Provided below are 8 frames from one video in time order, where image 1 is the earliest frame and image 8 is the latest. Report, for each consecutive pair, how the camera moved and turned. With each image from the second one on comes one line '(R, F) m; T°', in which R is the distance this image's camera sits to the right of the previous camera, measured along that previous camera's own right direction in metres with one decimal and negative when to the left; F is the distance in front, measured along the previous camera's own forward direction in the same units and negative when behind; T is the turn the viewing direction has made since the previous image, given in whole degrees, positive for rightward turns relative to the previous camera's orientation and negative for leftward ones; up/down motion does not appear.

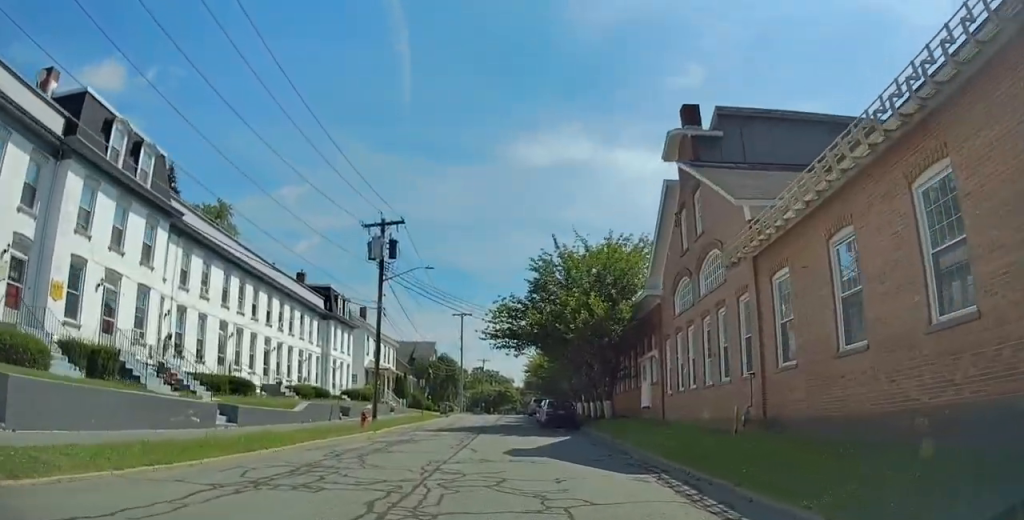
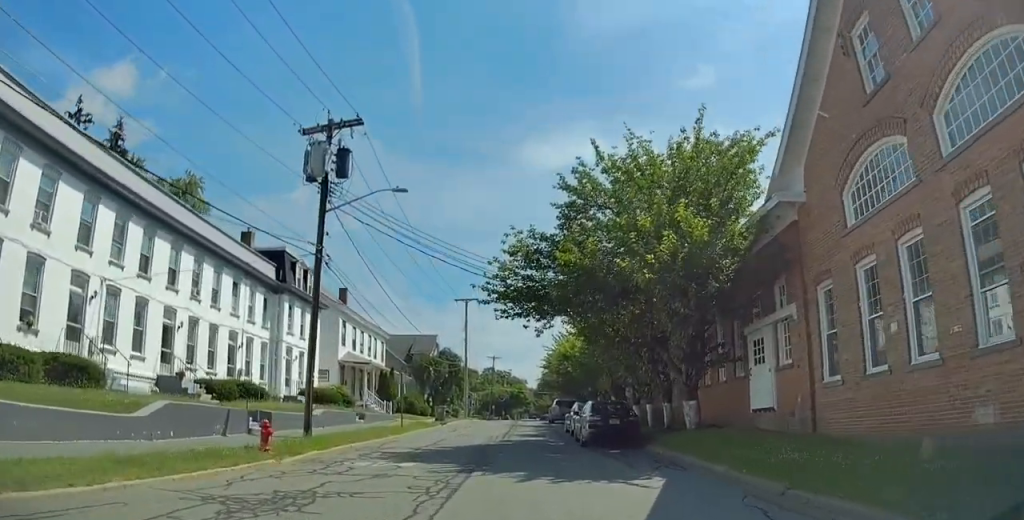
(+0.2, +13.4) m; 0°
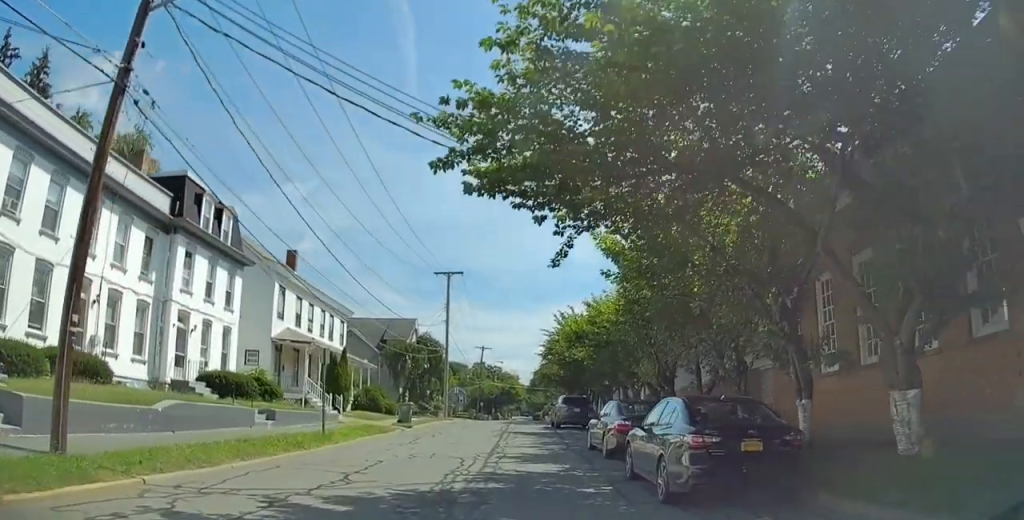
(0.0, +12.1) m; +2°
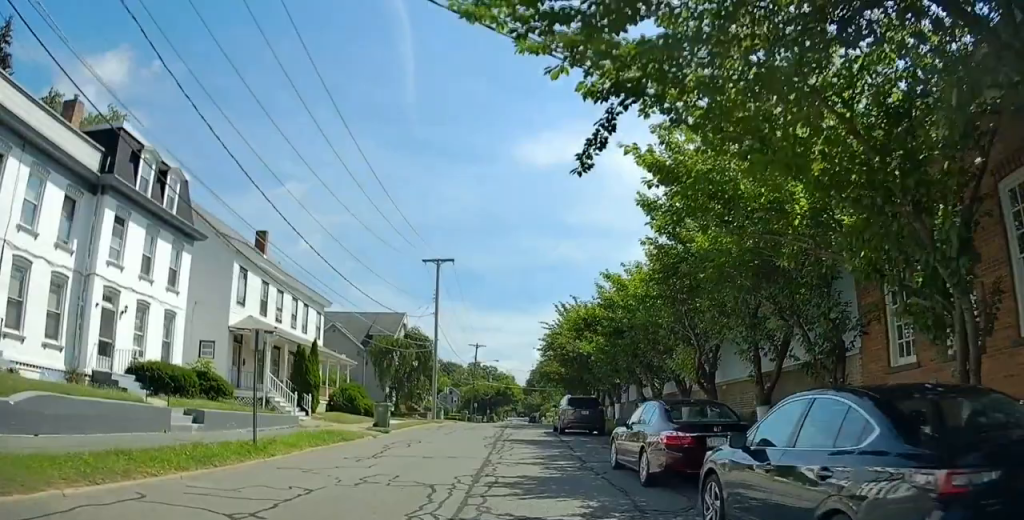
(0.0, +5.1) m; +2°
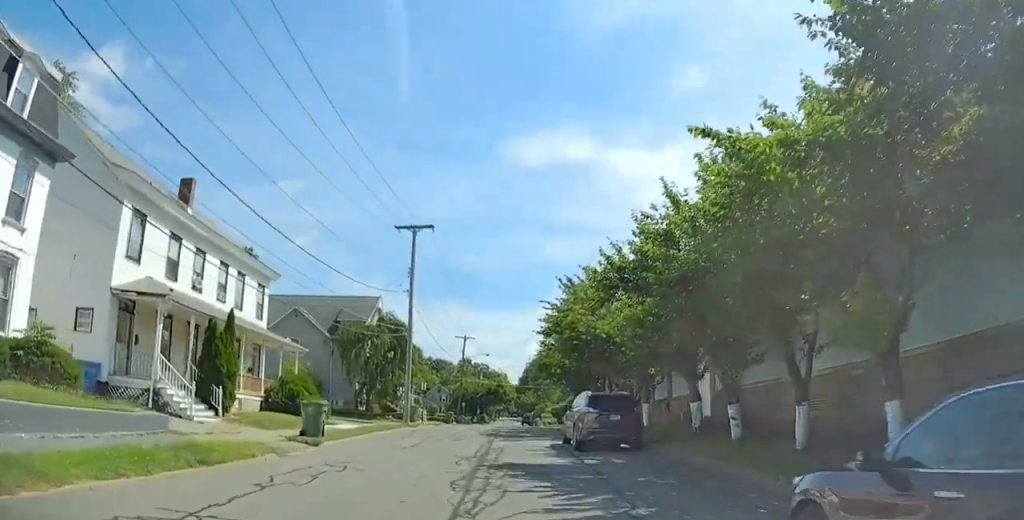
(+0.3, +9.3) m; -2°
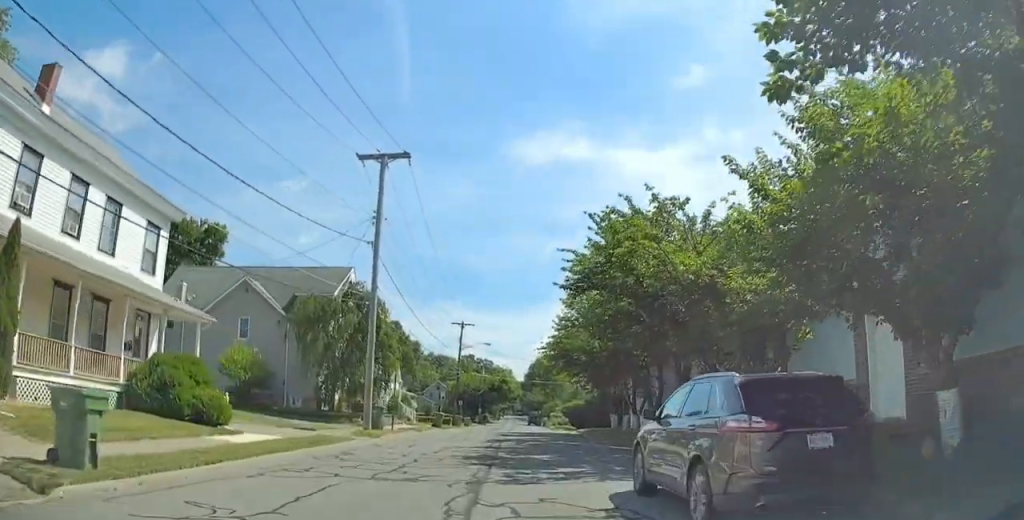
(-0.8, +11.7) m; -3°
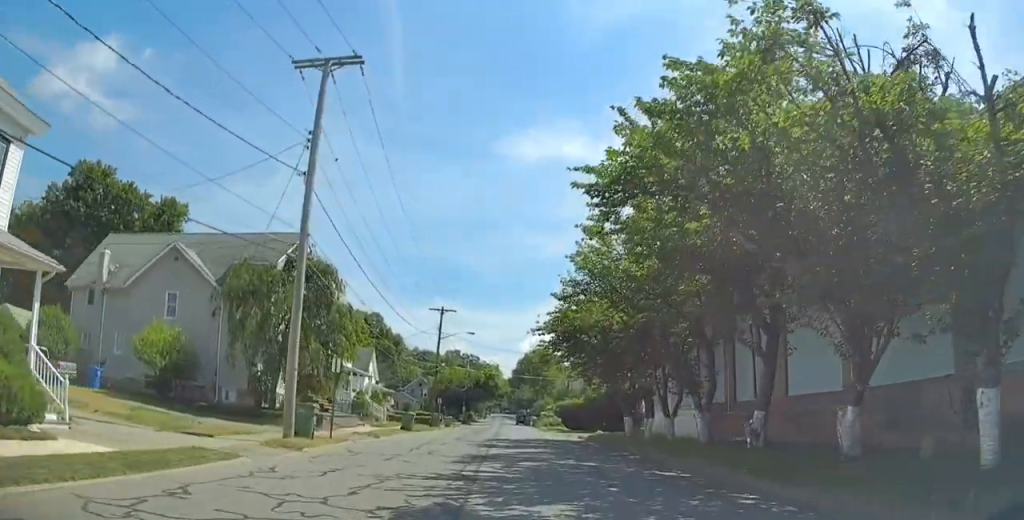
(+0.2, +8.5) m; +3°
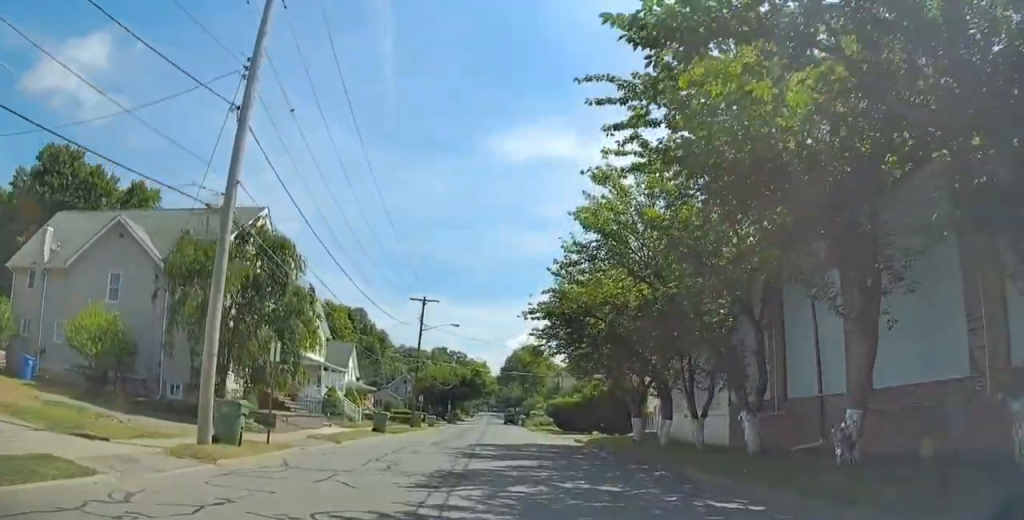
(+0.1, +4.9) m; +2°
